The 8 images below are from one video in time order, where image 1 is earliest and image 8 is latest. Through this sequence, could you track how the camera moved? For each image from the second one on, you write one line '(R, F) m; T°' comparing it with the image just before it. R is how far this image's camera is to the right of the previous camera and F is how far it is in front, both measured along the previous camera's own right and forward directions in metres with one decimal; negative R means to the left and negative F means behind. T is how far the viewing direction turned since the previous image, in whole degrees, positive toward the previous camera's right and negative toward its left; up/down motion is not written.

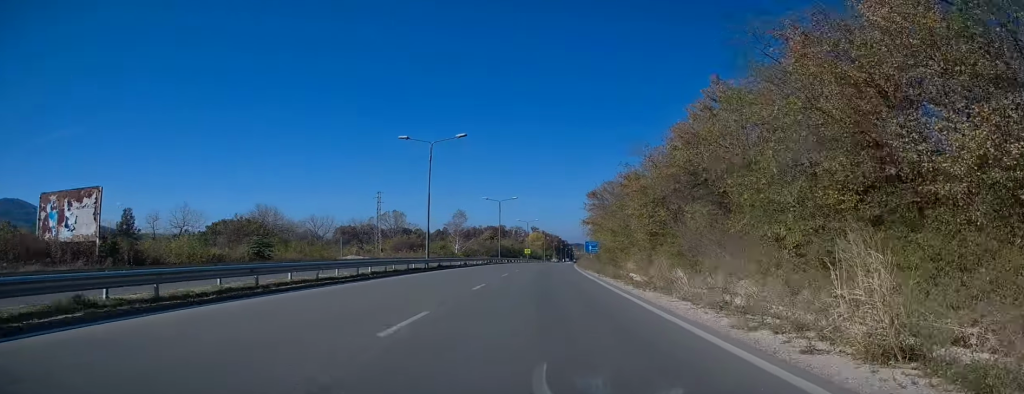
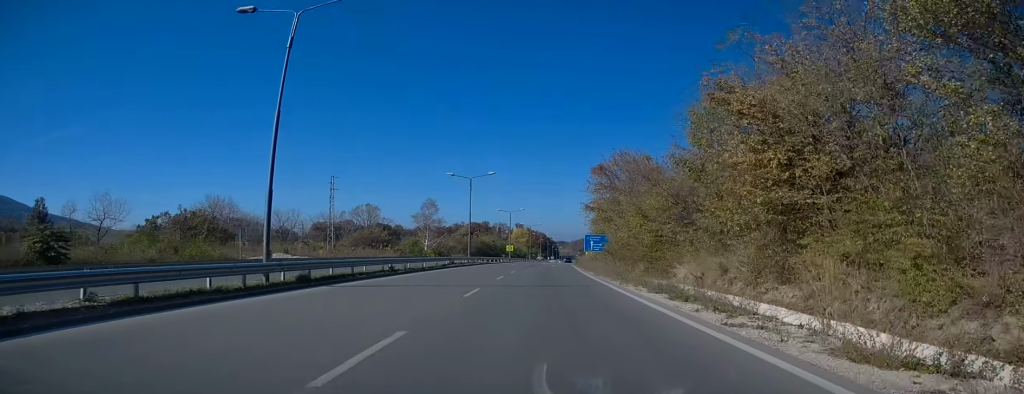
(-0.1, +20.5) m; +1°
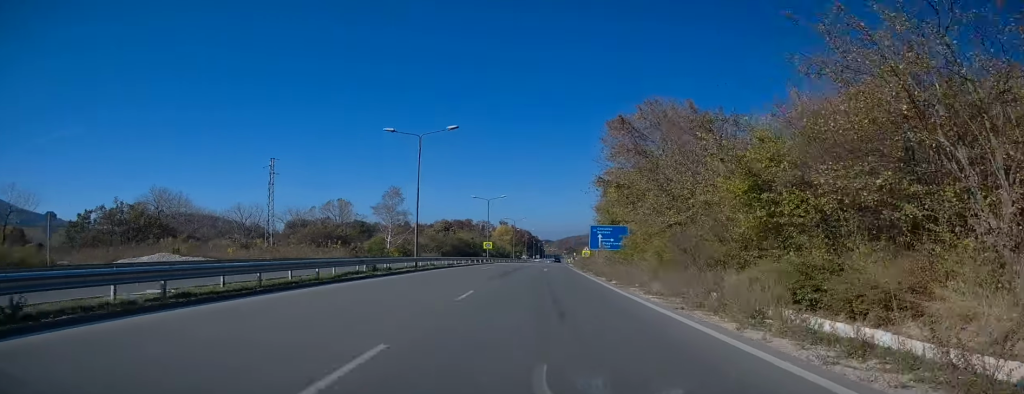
(+0.3, +19.3) m; +1°
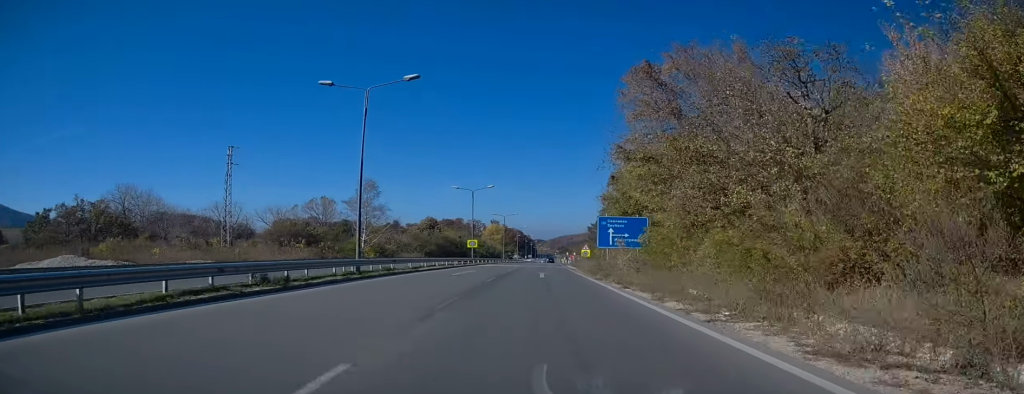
(0.0, +10.3) m; +1°
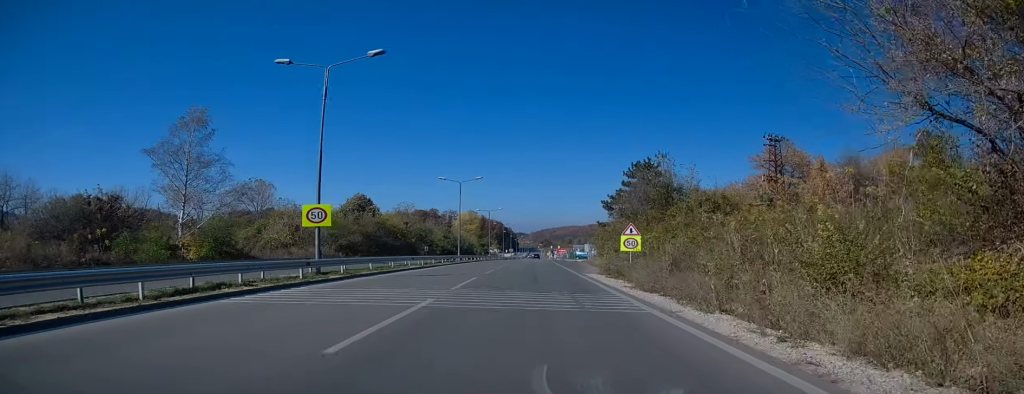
(+0.7, +42.9) m; +2°
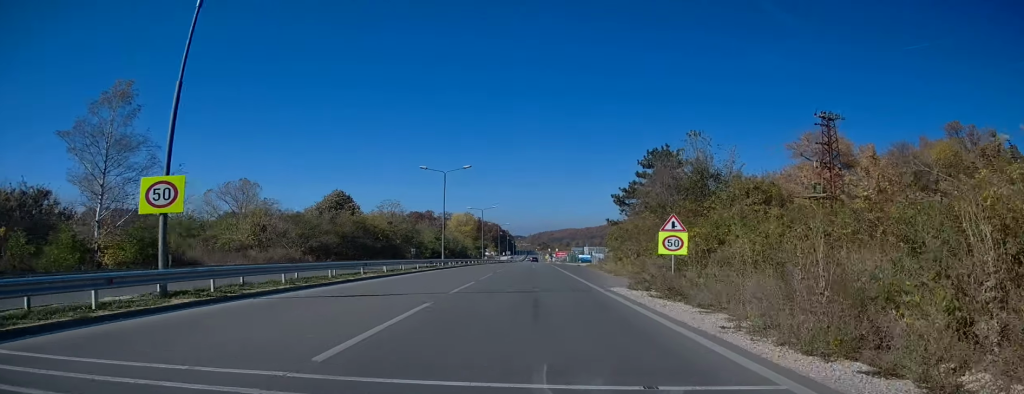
(0.0, +9.7) m; 0°
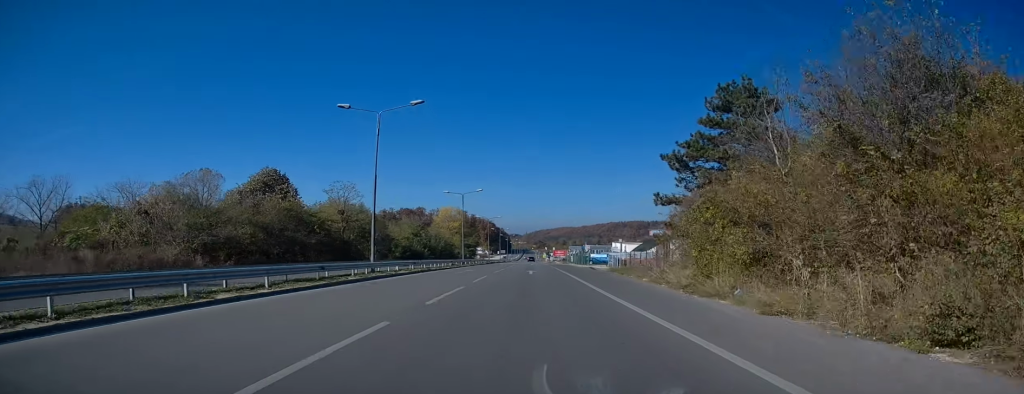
(+0.2, +21.3) m; +1°
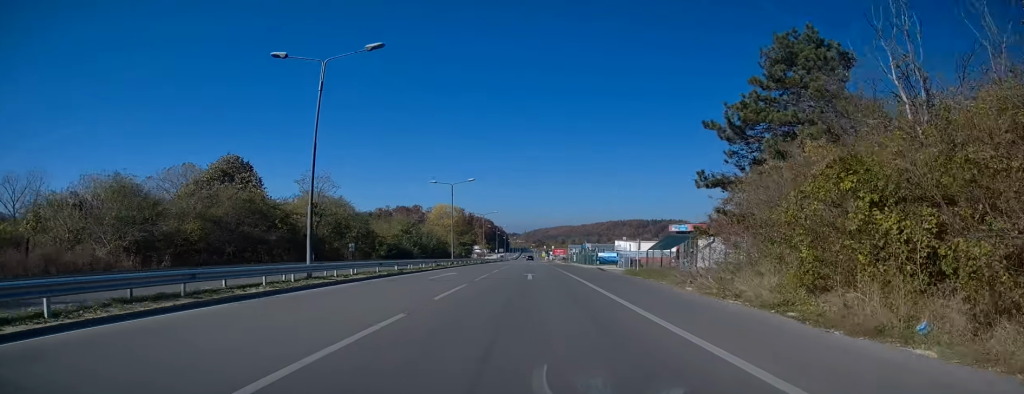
(0.0, +8.0) m; 0°
